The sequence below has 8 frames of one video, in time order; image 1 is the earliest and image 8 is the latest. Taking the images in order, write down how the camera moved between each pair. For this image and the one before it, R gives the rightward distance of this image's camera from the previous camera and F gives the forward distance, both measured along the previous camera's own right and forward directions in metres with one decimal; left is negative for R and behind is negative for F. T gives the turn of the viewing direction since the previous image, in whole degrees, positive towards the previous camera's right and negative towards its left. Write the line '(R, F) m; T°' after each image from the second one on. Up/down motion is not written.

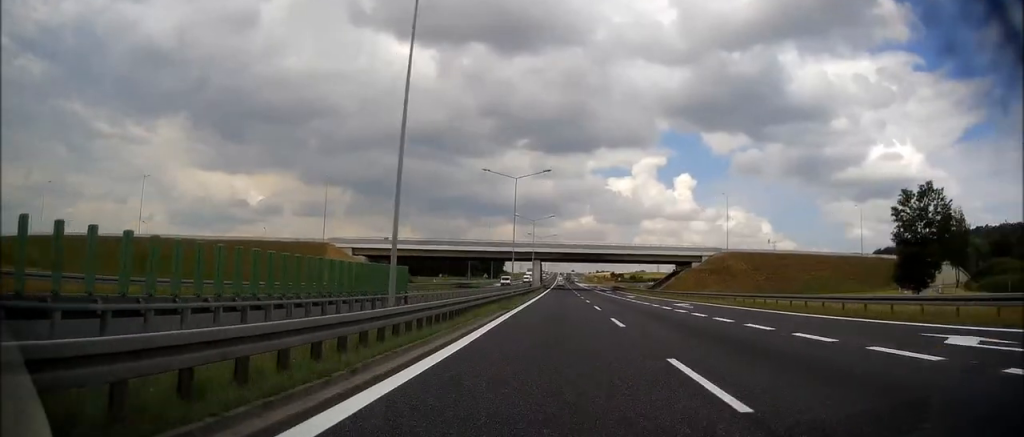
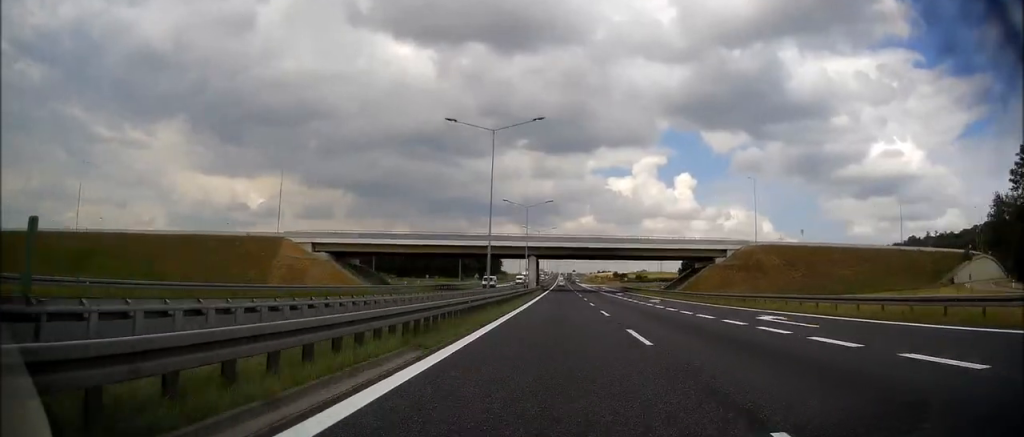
(-0.2, +17.4) m; 0°
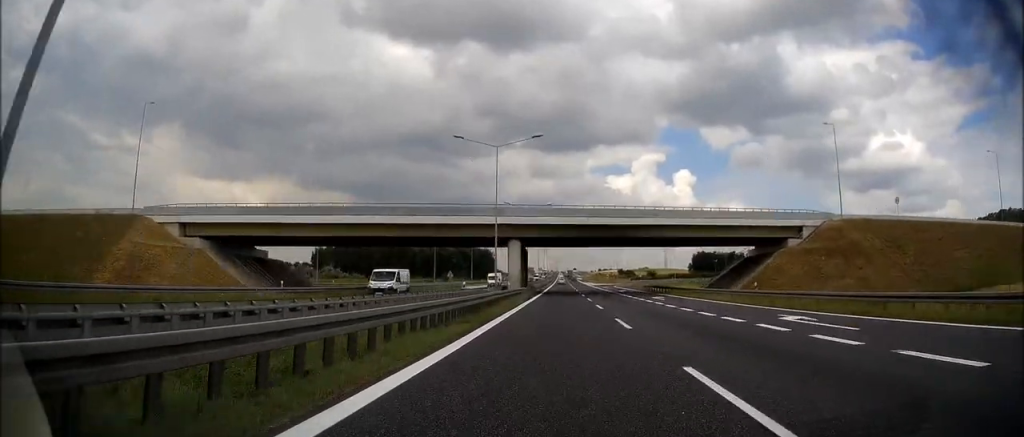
(-0.2, +32.3) m; 0°
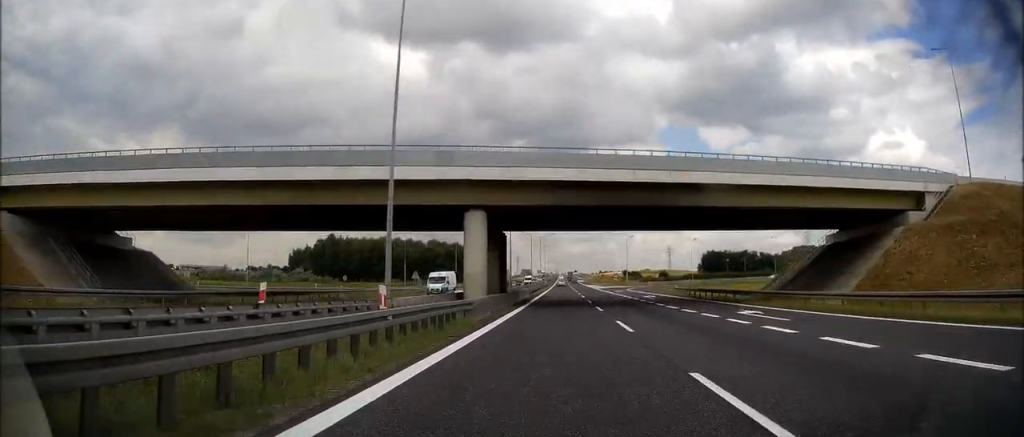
(-0.1, +24.9) m; 0°
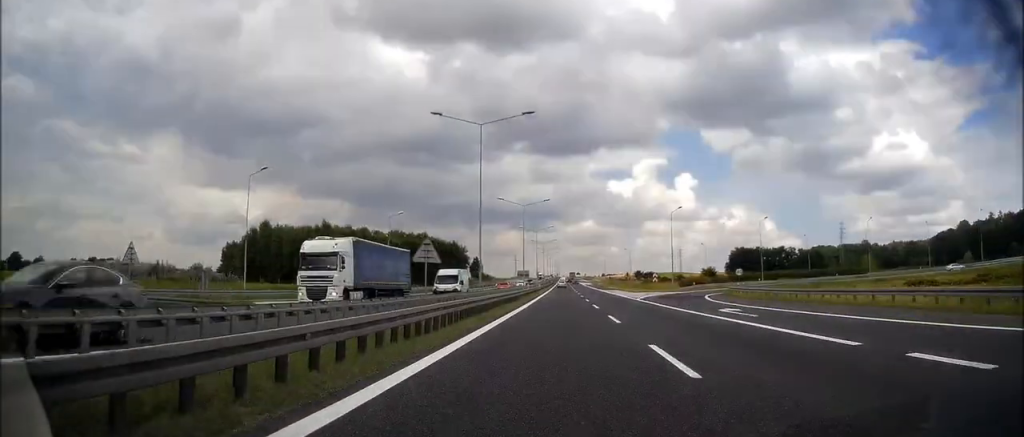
(+0.1, +56.4) m; 0°
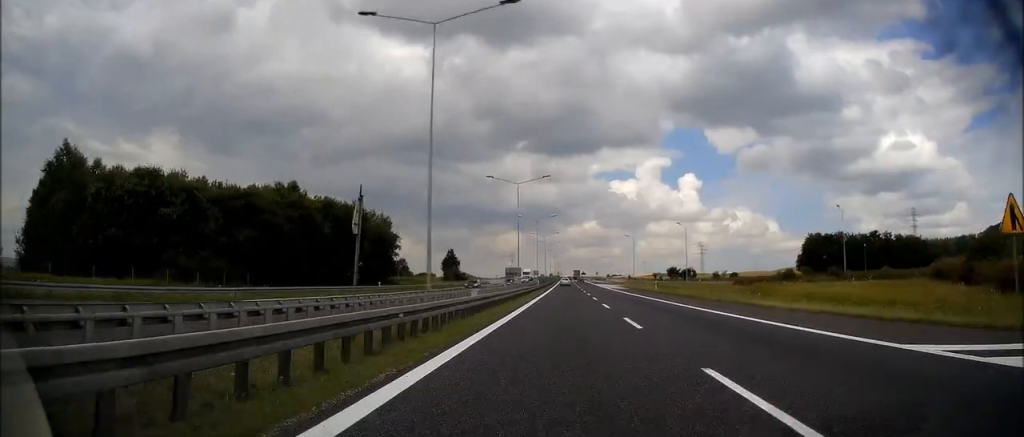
(-0.5, +87.8) m; 0°
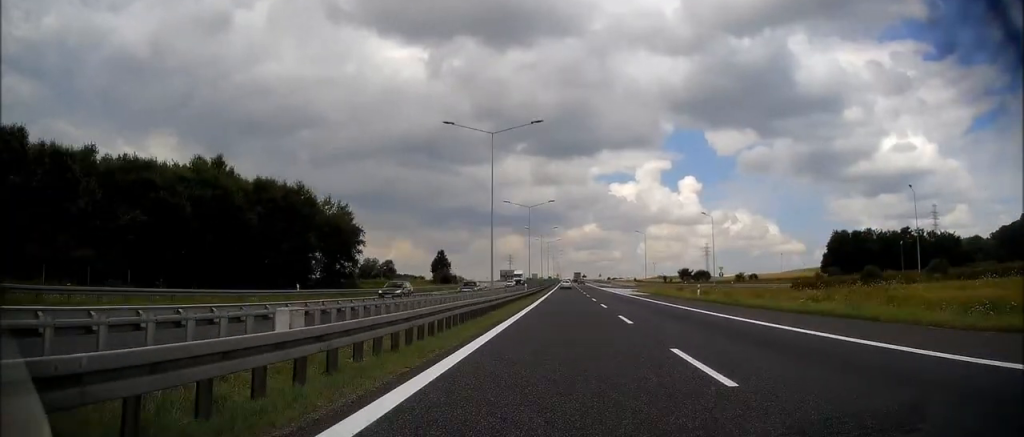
(+0.1, +19.4) m; 0°
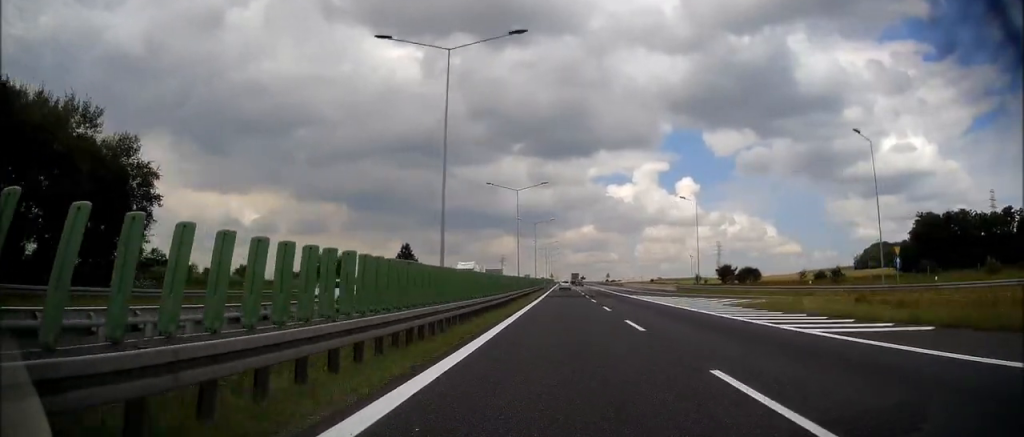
(+0.1, +44.3) m; 0°
